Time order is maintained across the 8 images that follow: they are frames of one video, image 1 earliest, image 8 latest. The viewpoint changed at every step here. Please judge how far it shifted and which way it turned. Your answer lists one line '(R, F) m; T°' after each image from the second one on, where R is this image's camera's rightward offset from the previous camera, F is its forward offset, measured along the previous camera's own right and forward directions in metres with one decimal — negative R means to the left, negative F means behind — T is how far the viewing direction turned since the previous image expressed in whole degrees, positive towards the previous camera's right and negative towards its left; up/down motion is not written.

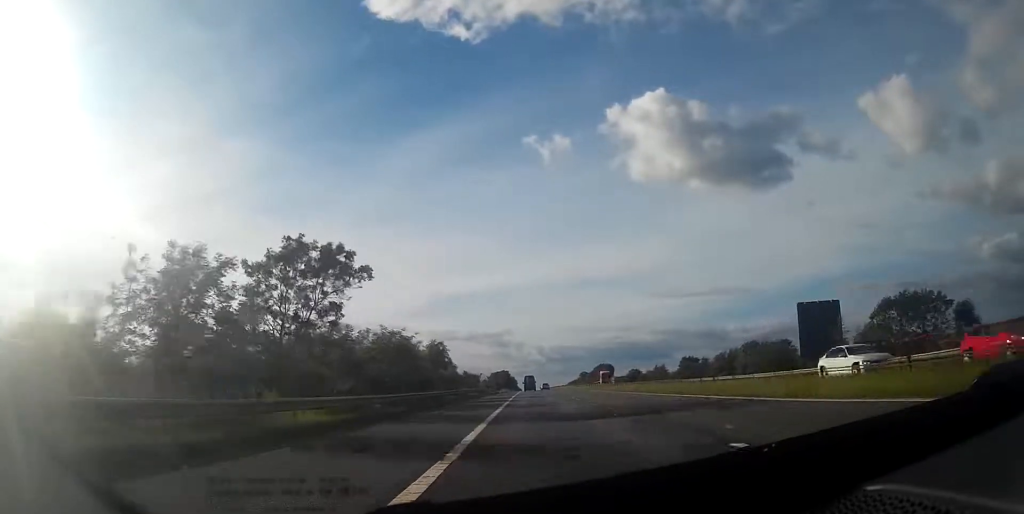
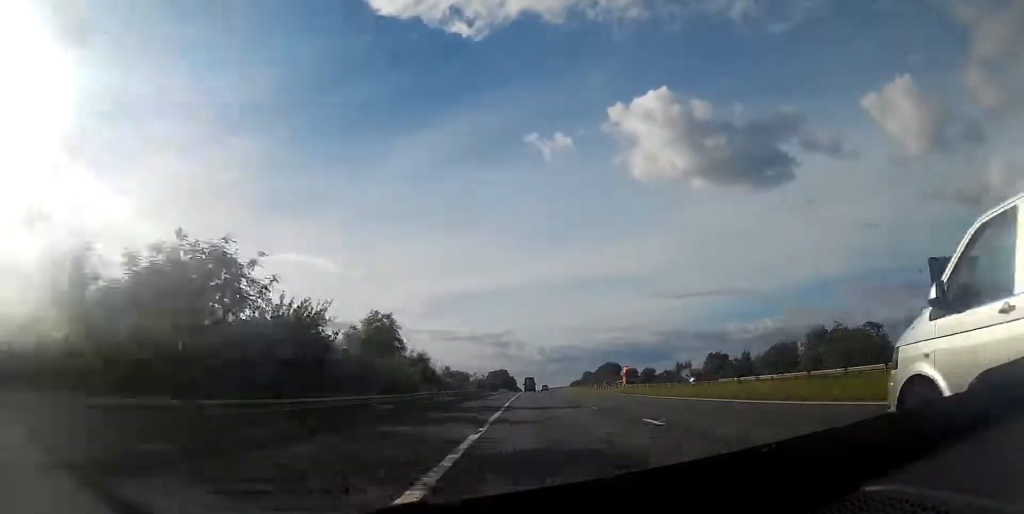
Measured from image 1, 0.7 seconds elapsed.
(0.0, +20.7) m; 0°
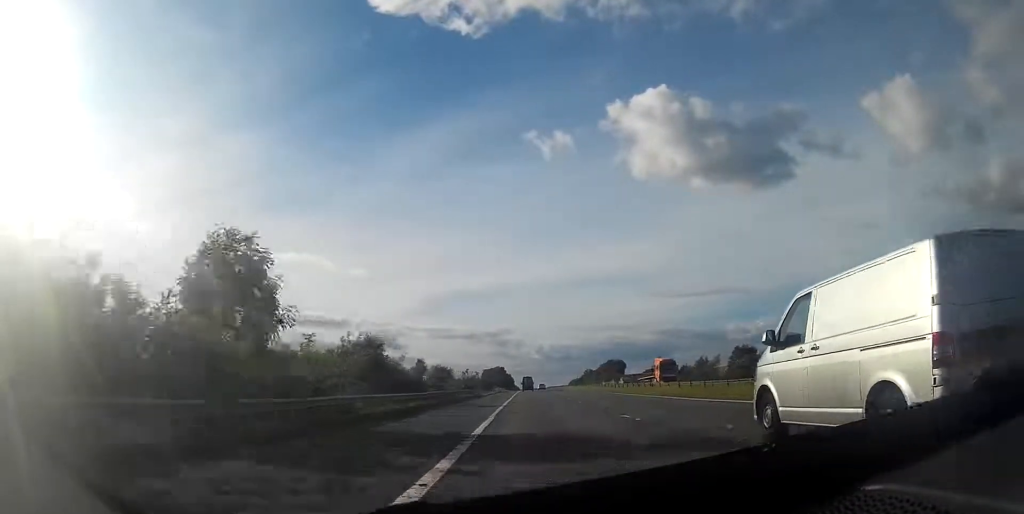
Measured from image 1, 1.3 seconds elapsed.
(0.0, +16.9) m; 0°
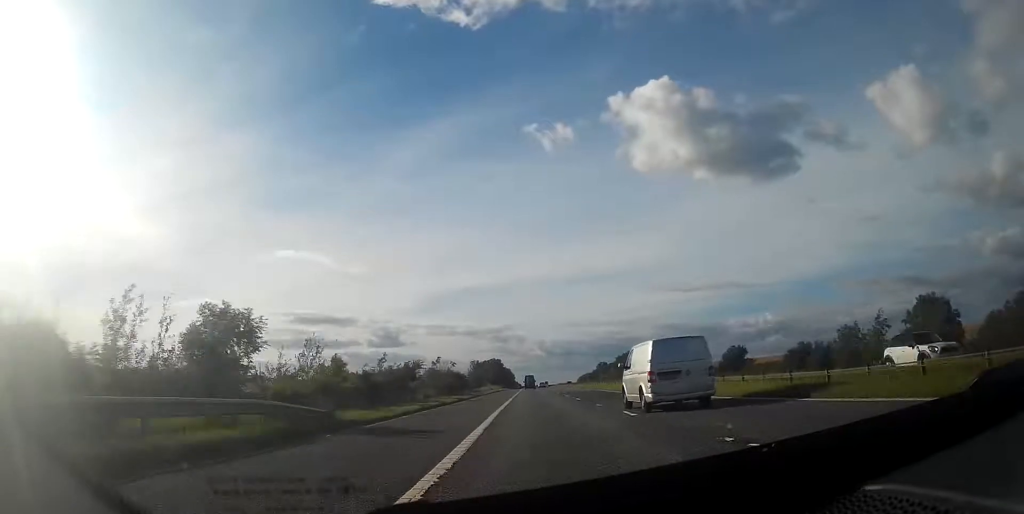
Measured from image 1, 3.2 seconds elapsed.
(+0.1, +53.4) m; 0°
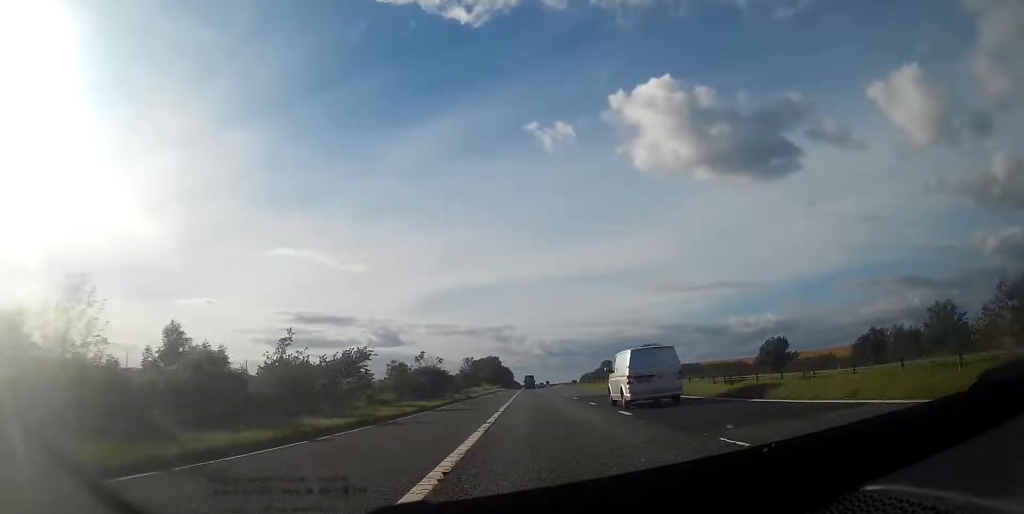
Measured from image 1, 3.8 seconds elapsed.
(0.0, +15.9) m; 0°
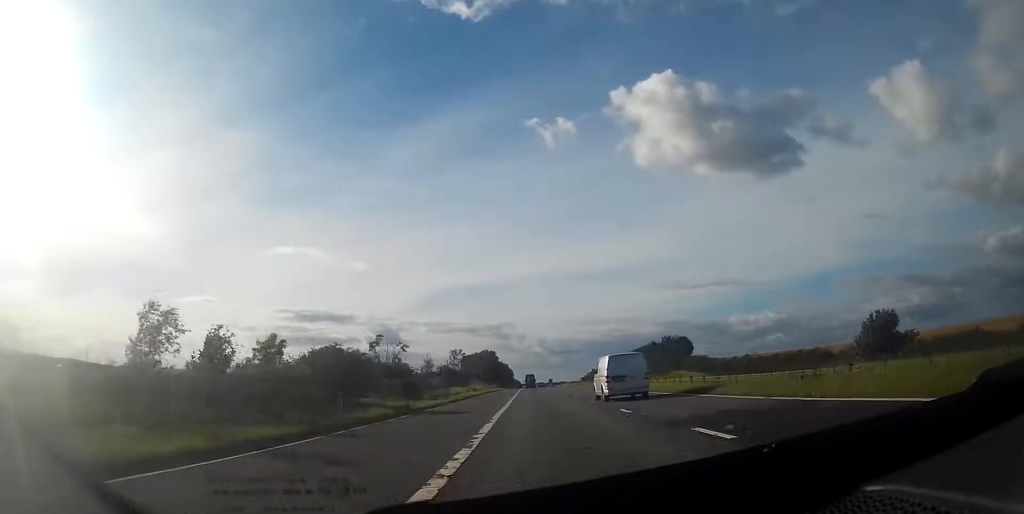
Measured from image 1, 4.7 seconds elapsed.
(0.0, +26.1) m; 0°
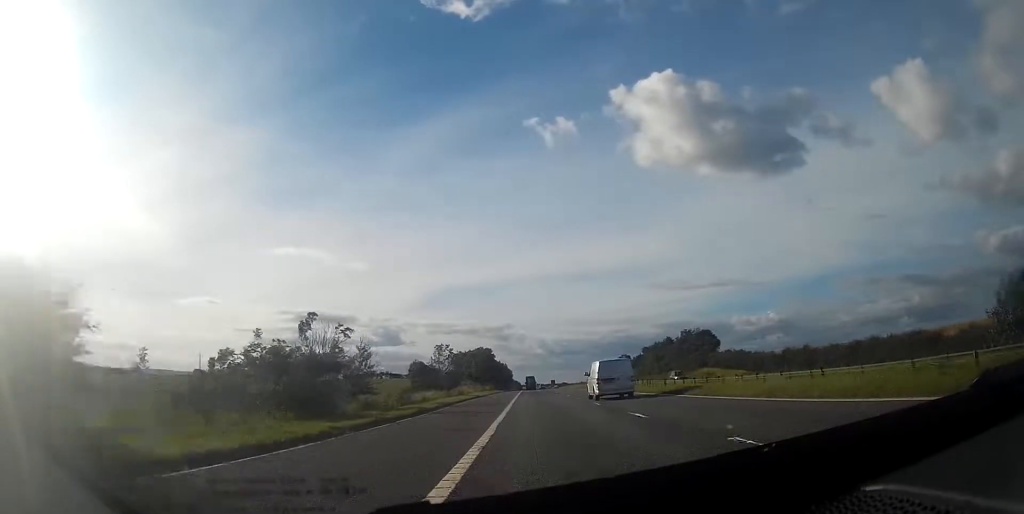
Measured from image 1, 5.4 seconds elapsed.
(0.0, +19.5) m; 0°
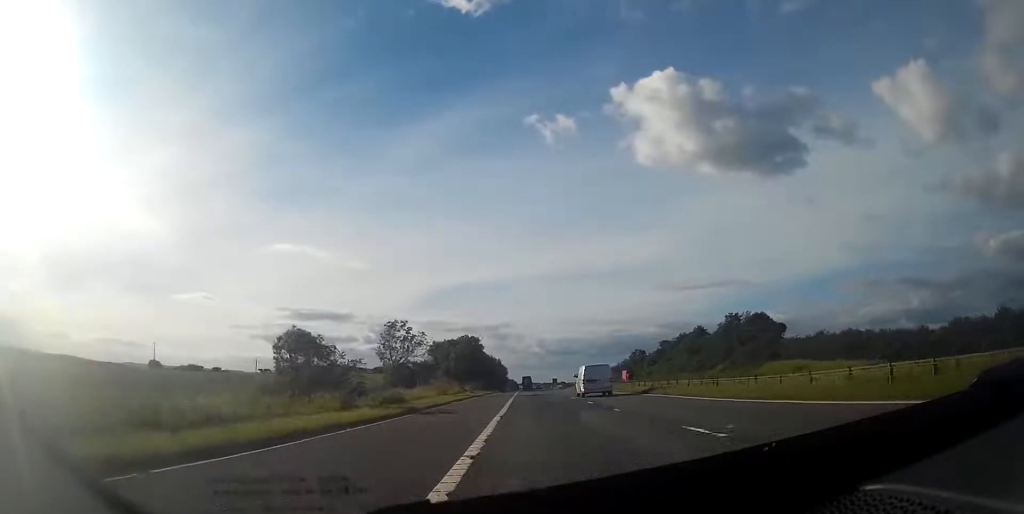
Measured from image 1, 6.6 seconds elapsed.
(0.0, +32.7) m; 0°
